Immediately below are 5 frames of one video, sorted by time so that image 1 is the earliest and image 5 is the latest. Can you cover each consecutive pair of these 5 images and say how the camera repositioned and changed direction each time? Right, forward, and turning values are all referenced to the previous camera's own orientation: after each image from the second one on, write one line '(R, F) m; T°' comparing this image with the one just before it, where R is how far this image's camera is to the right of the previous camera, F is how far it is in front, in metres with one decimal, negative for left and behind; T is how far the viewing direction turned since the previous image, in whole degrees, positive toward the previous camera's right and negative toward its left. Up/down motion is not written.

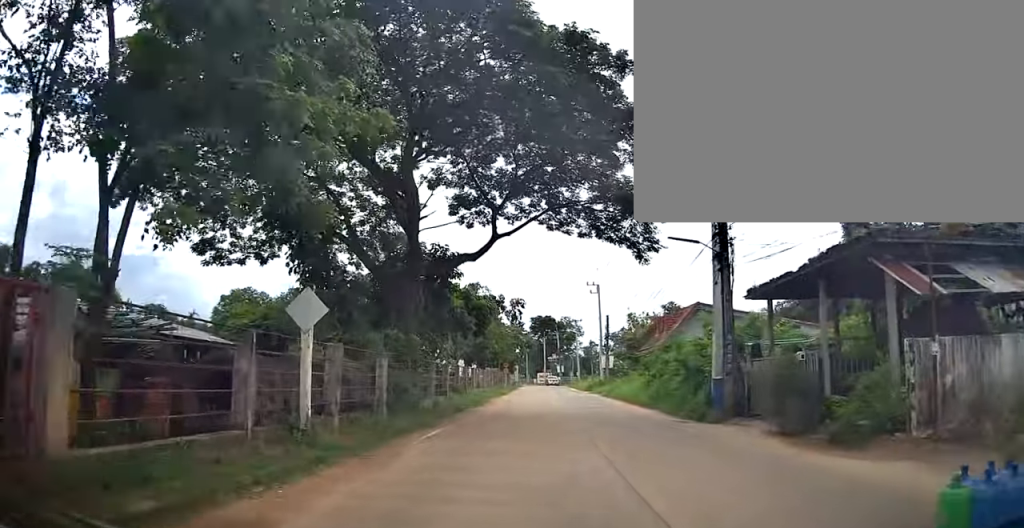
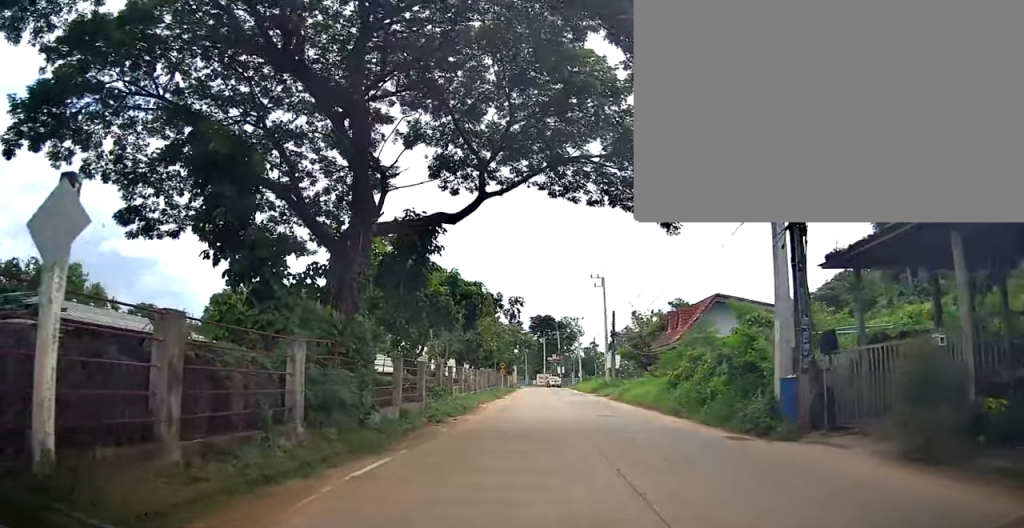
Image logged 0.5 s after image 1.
(+0.1, +4.4) m; +1°
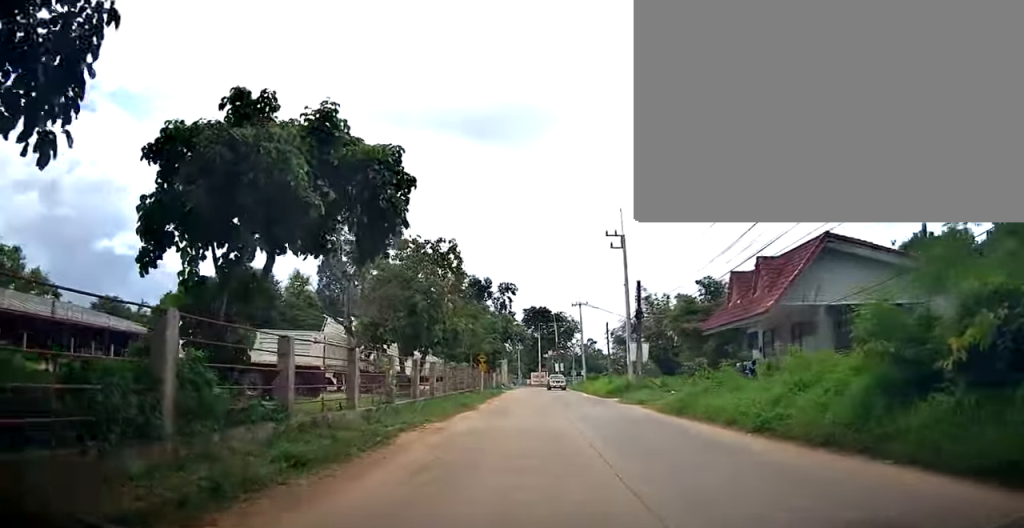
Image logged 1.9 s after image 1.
(+0.2, +14.0) m; 0°
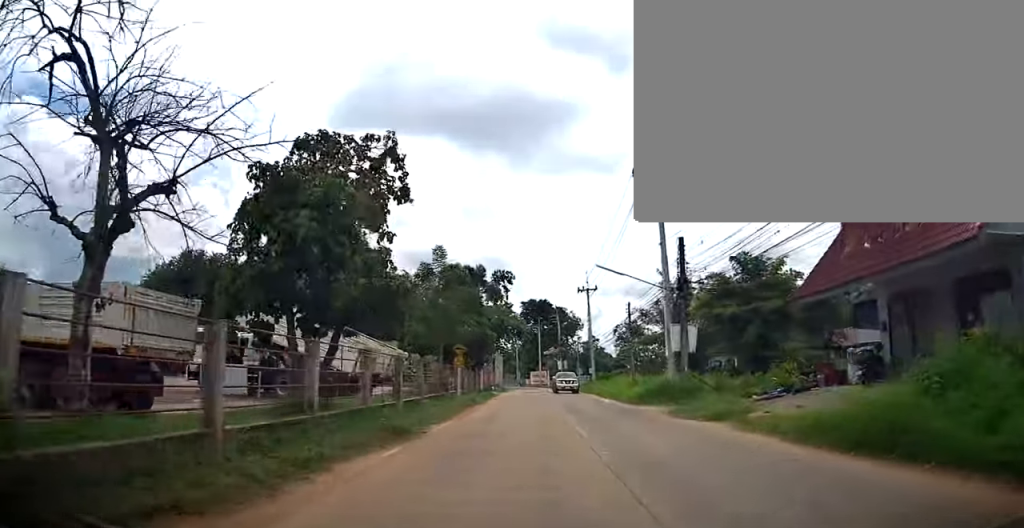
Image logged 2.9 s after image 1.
(-0.1, +9.9) m; 0°
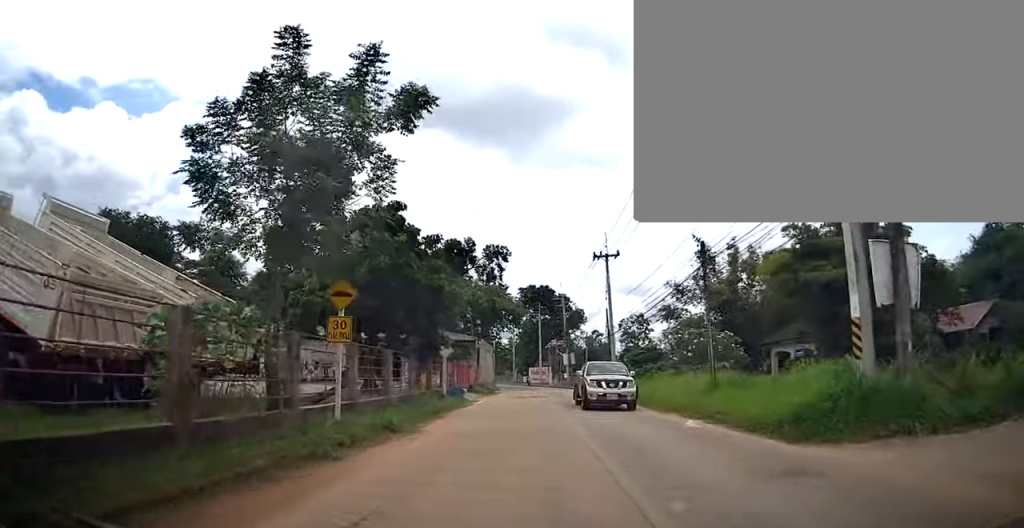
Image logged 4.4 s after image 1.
(+0.4, +14.0) m; +2°
